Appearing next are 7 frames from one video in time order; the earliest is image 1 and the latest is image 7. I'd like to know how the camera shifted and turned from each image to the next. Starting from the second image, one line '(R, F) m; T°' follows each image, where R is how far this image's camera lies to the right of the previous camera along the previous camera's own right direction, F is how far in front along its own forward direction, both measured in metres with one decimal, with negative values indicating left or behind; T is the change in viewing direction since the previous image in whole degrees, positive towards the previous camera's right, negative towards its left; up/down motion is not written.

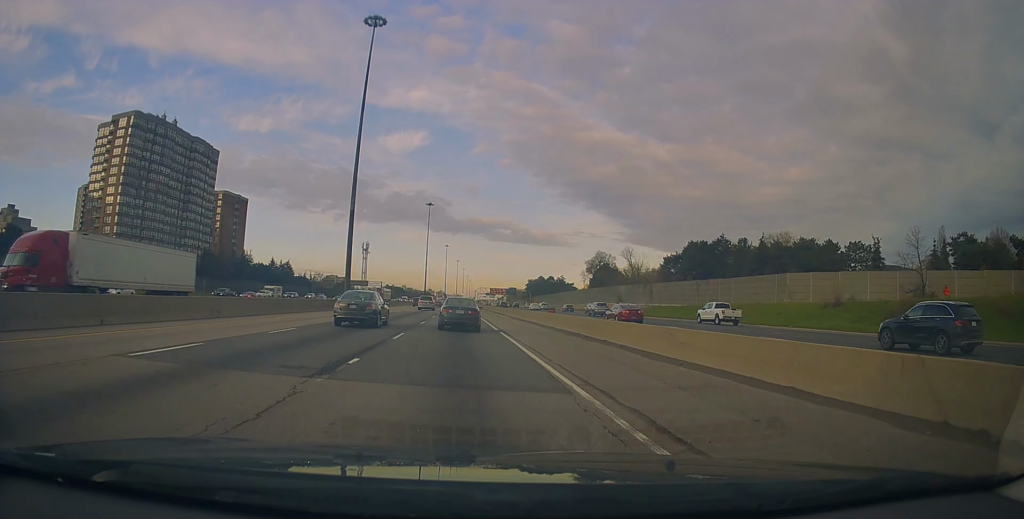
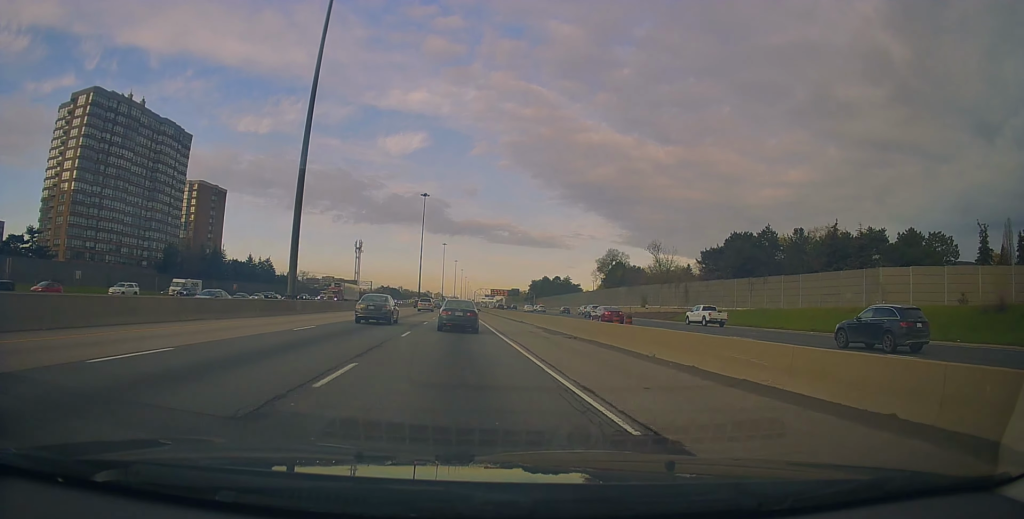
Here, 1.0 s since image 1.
(-0.2, +21.3) m; +1°
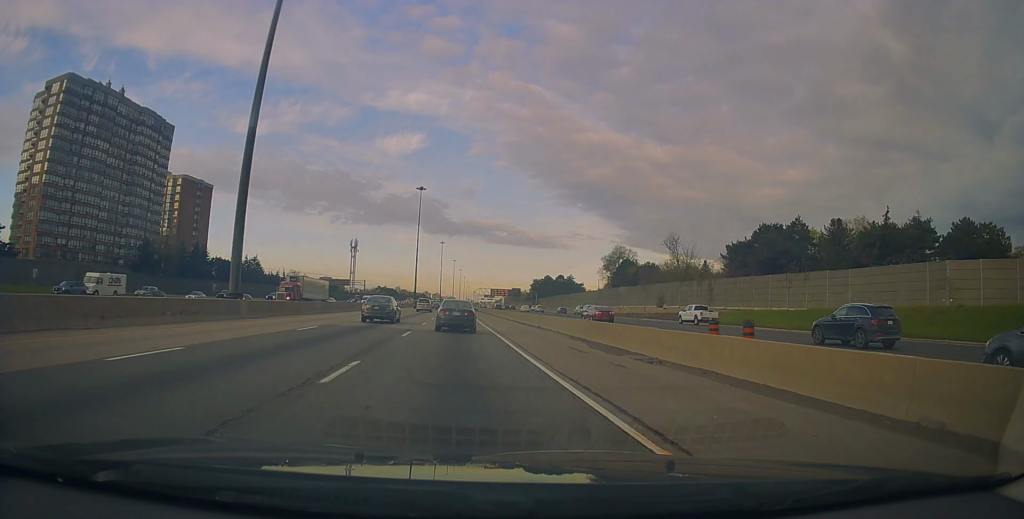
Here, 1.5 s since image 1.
(+0.1, +11.9) m; +1°
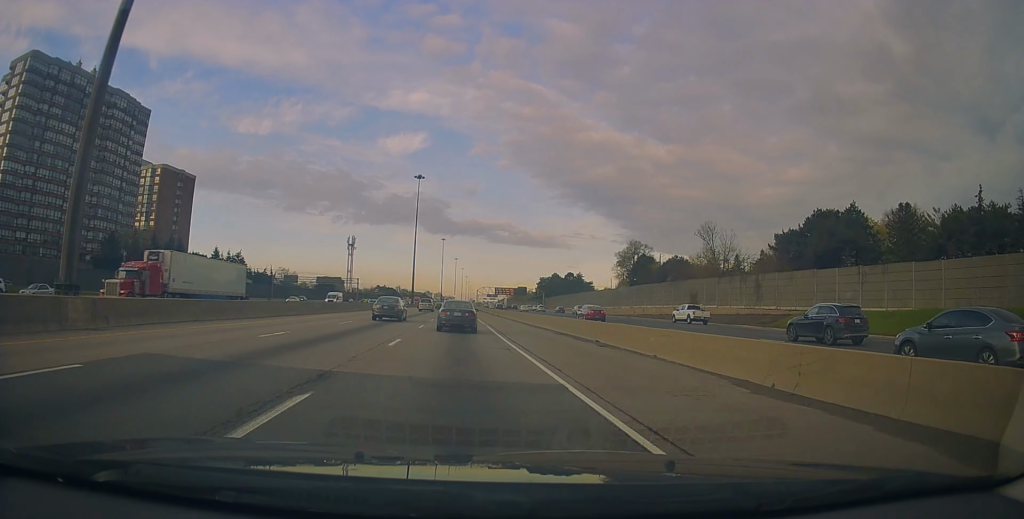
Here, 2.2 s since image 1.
(+0.2, +15.3) m; 0°
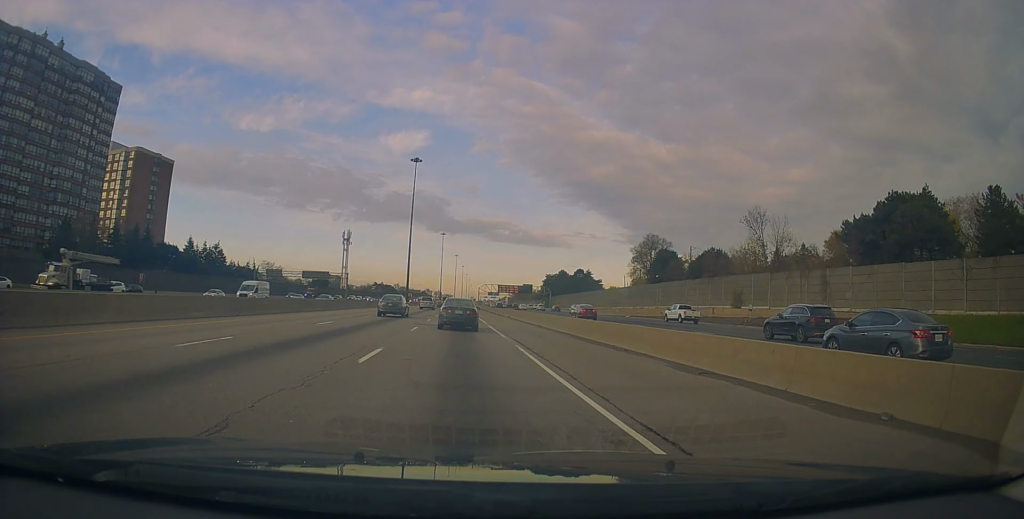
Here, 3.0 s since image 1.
(0.0, +16.3) m; 0°
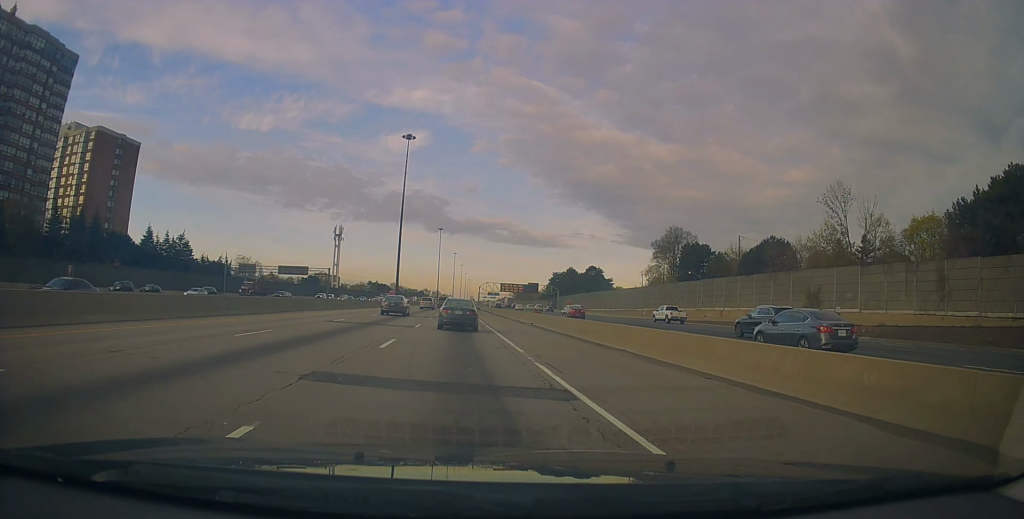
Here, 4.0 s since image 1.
(0.0, +19.9) m; 0°
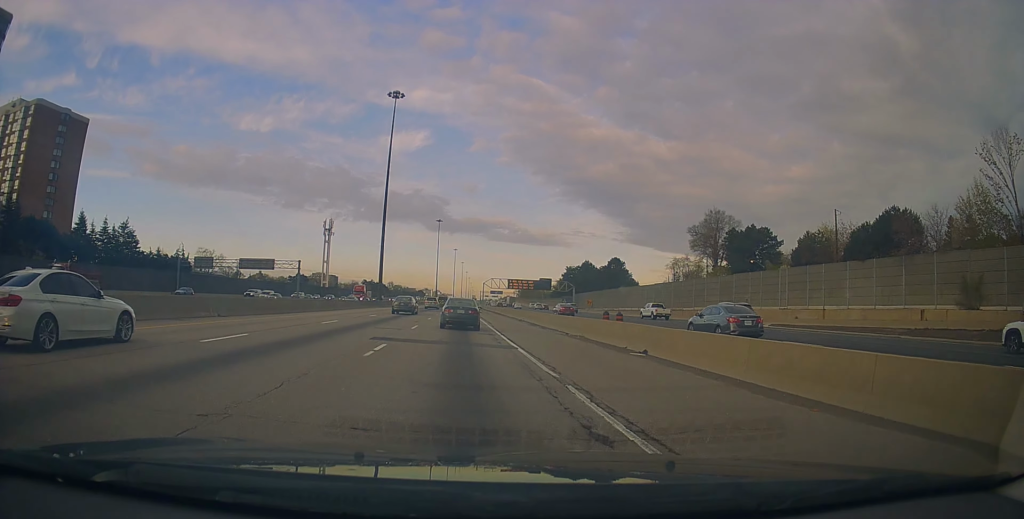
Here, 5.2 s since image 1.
(-0.1, +26.4) m; -1°
